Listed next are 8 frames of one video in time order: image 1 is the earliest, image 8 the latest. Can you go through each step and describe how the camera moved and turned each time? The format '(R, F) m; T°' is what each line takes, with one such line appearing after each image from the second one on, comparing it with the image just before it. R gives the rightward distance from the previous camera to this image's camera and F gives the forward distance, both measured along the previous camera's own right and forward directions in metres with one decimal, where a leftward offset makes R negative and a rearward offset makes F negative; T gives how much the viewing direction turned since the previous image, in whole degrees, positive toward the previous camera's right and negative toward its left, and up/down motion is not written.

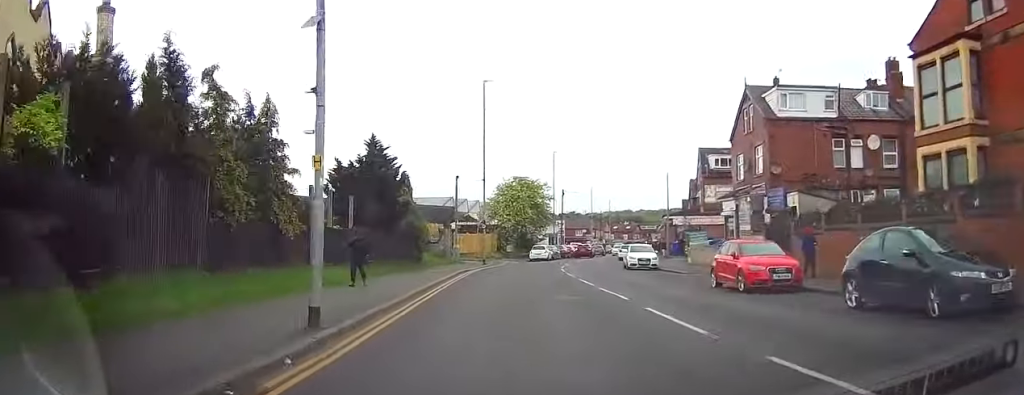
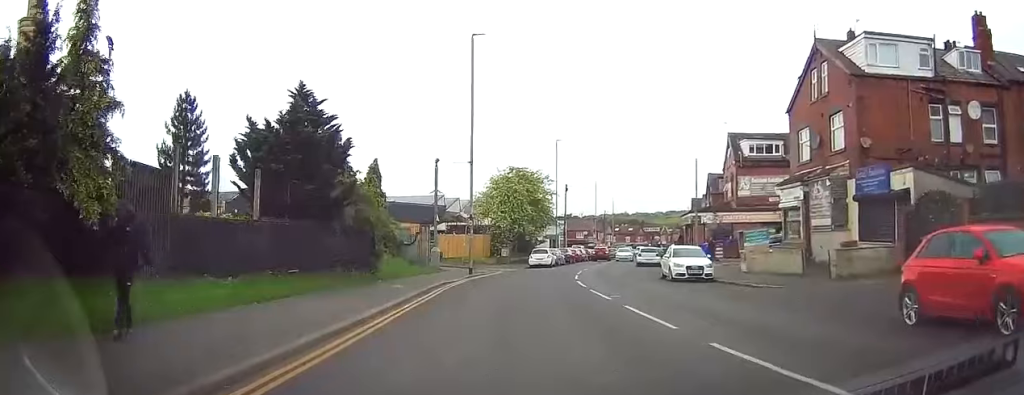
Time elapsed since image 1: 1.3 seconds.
(+0.2, +10.2) m; +2°
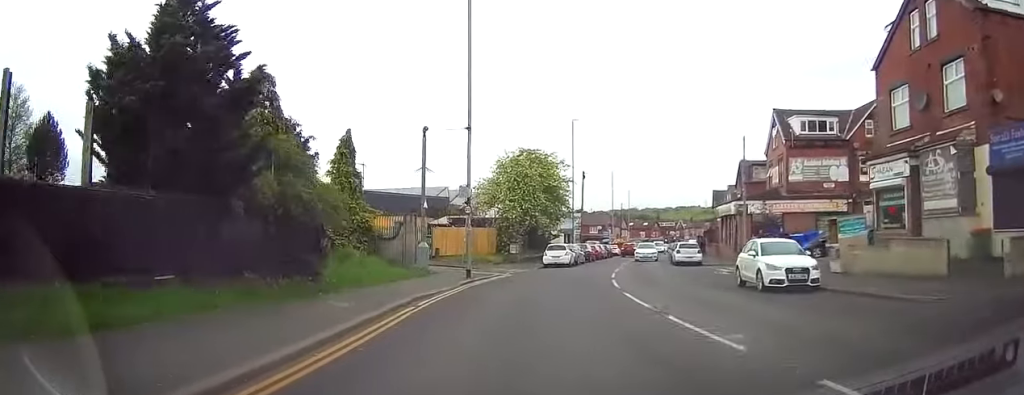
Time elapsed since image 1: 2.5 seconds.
(-0.1, +8.6) m; -2°
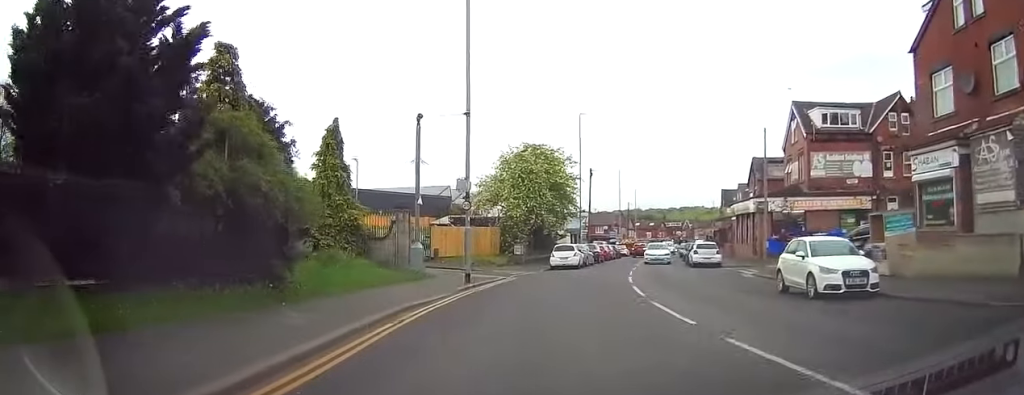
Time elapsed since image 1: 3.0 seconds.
(0.0, +3.0) m; -1°
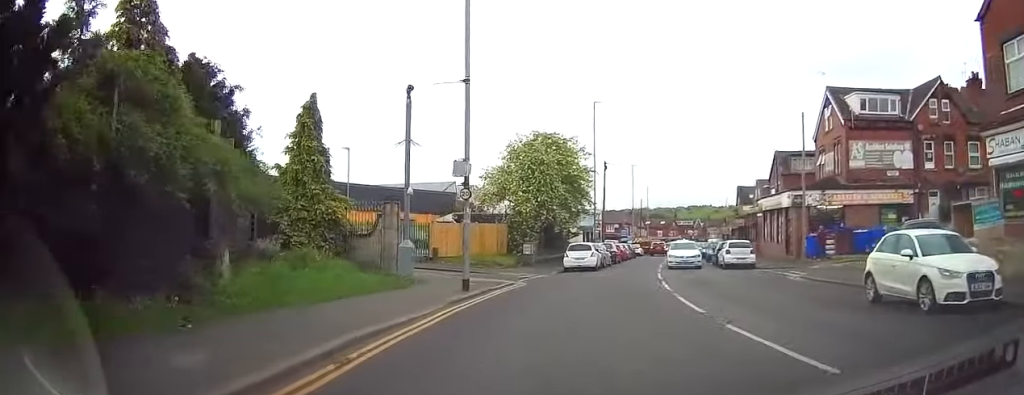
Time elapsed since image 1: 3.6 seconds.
(0.0, +4.3) m; 0°
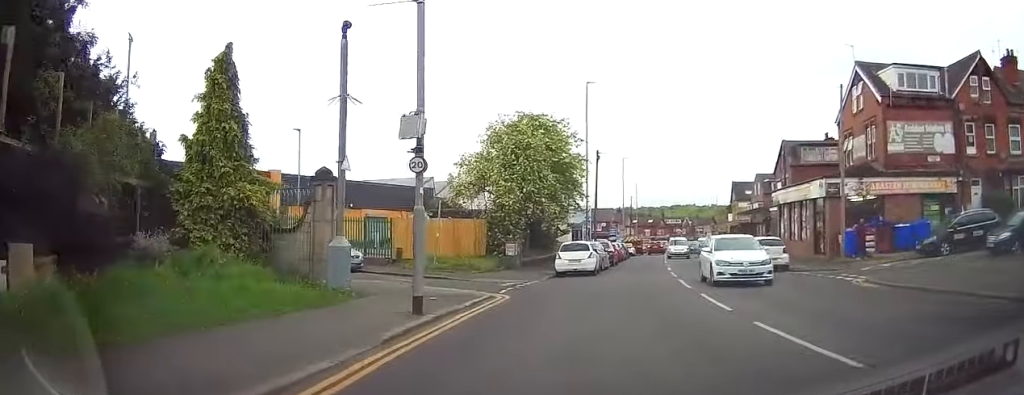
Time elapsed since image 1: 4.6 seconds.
(0.0, +6.0) m; +4°
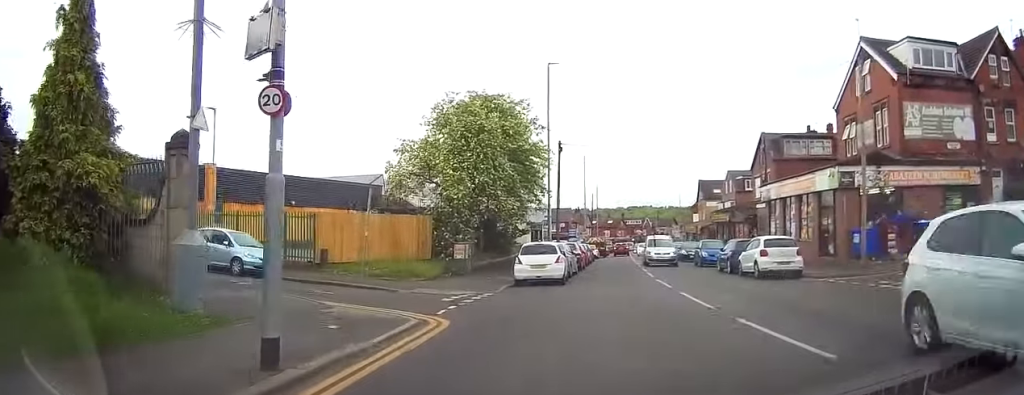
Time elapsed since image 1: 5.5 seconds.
(+0.4, +5.0) m; +7°
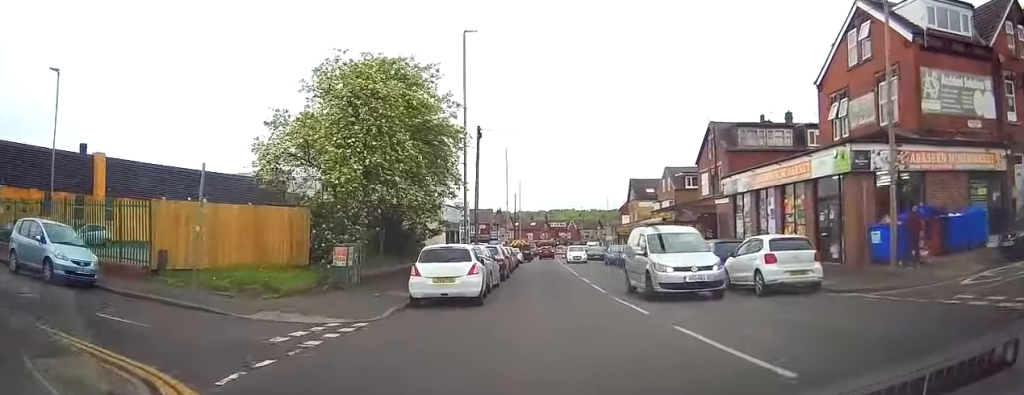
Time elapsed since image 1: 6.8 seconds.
(+0.5, +6.9) m; +4°
